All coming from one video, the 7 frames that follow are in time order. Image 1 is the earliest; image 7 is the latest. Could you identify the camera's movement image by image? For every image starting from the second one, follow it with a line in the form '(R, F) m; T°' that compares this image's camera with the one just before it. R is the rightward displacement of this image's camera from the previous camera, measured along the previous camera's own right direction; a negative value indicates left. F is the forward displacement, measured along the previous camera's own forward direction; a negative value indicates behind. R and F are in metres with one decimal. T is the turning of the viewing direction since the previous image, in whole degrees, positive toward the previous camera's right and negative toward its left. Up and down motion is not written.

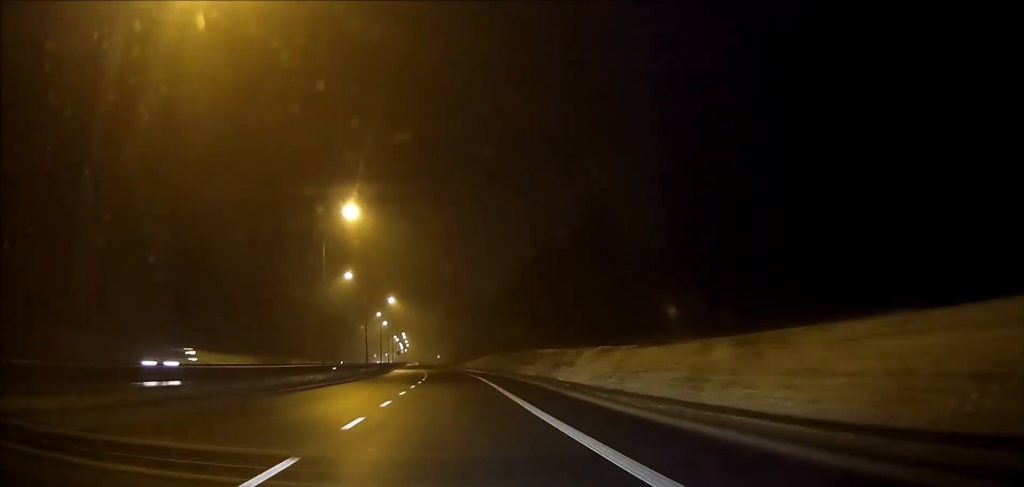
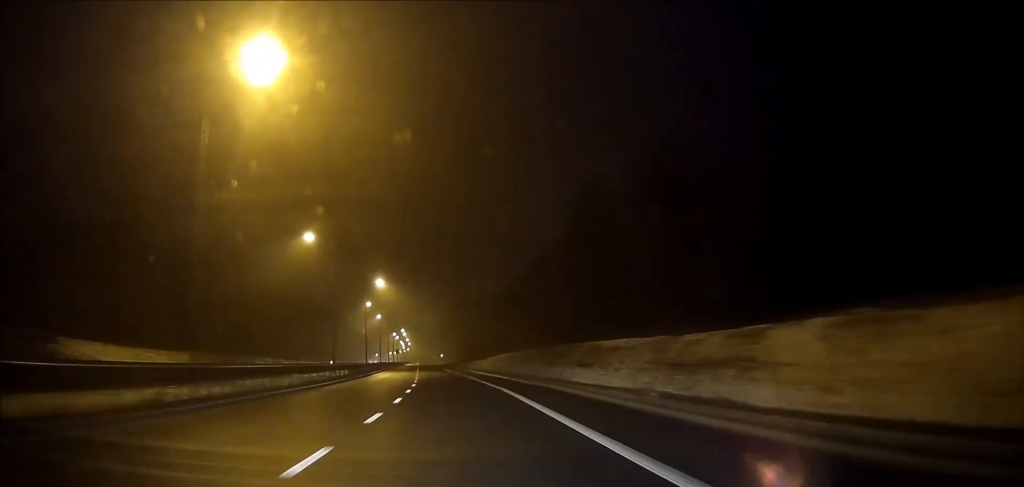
(-0.1, +22.9) m; -1°
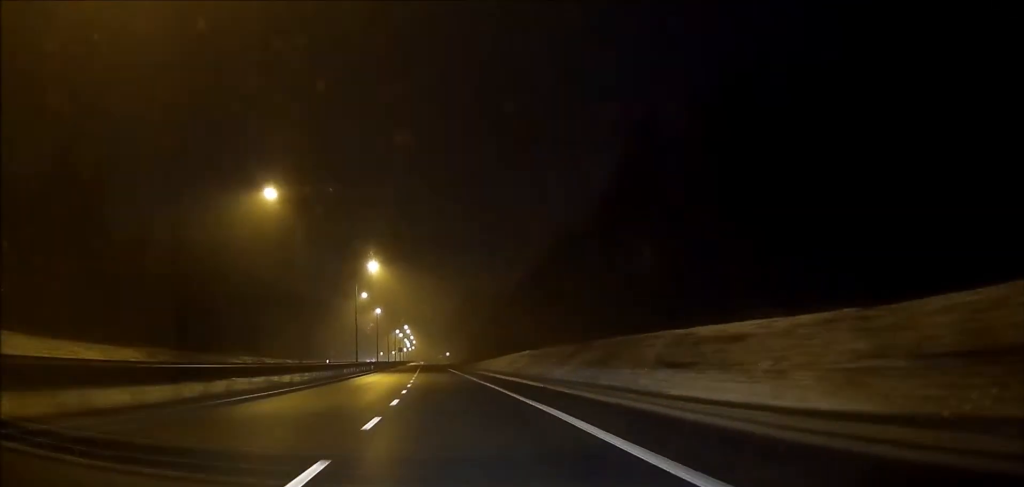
(0.0, +13.4) m; 0°
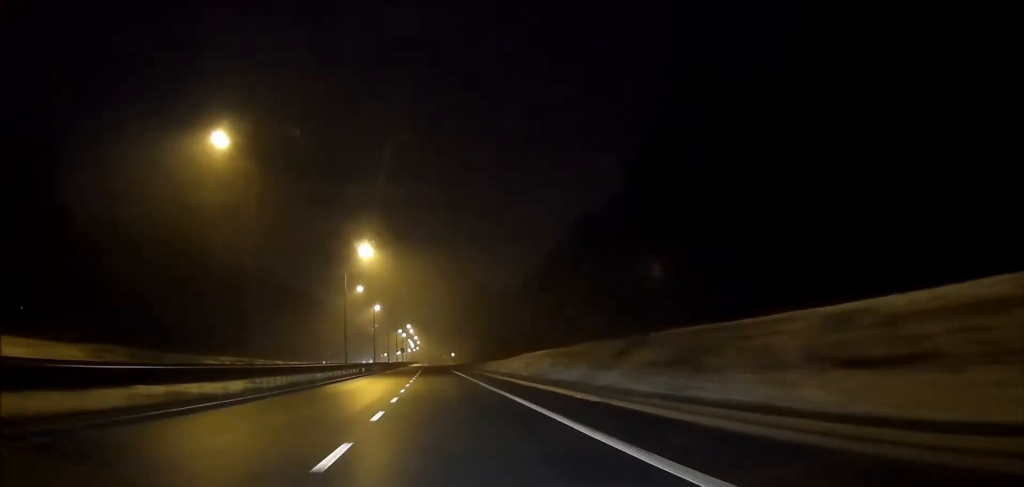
(-0.1, +10.2) m; 0°
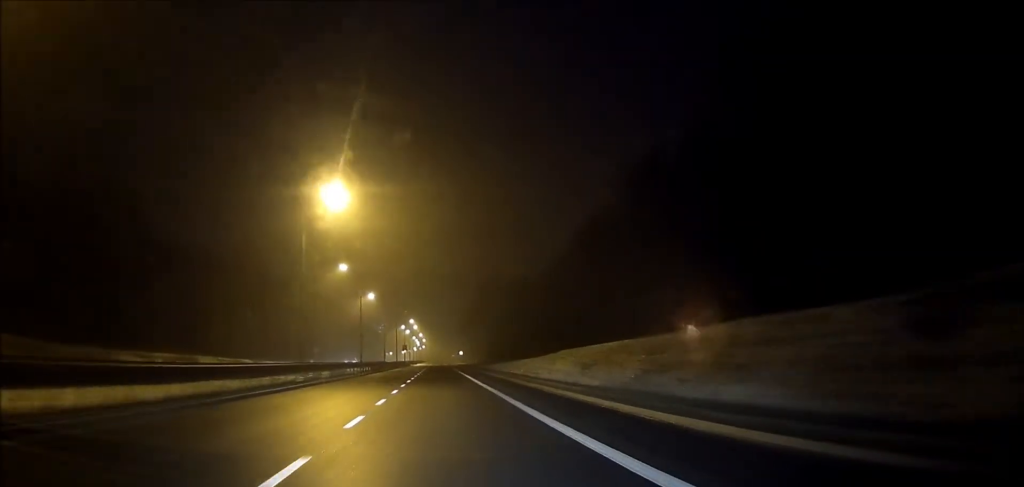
(-0.1, +19.6) m; -1°
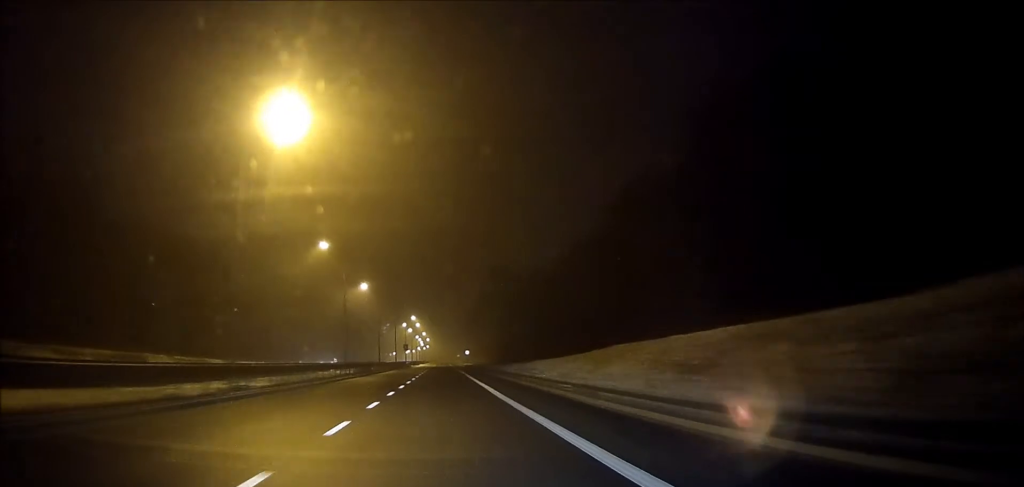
(0.0, +13.3) m; -1°
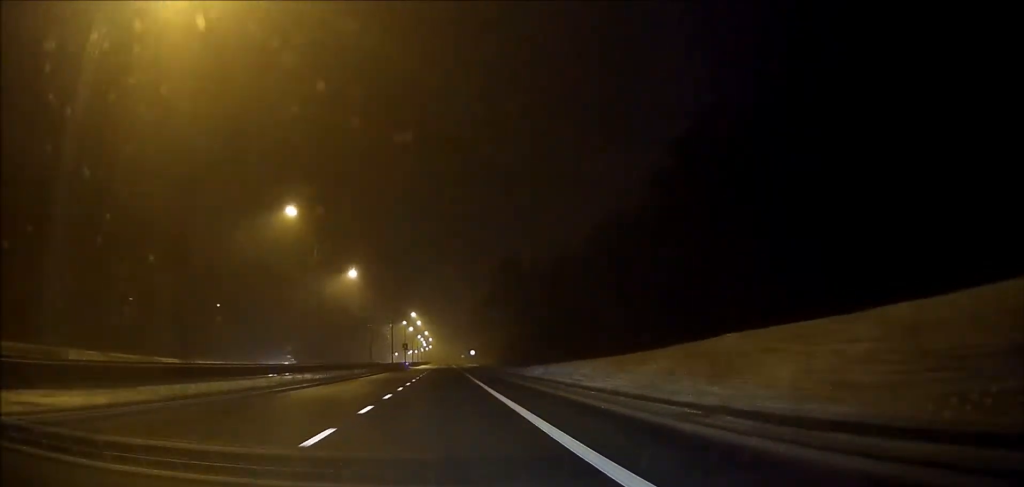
(-0.1, +13.3) m; 0°
